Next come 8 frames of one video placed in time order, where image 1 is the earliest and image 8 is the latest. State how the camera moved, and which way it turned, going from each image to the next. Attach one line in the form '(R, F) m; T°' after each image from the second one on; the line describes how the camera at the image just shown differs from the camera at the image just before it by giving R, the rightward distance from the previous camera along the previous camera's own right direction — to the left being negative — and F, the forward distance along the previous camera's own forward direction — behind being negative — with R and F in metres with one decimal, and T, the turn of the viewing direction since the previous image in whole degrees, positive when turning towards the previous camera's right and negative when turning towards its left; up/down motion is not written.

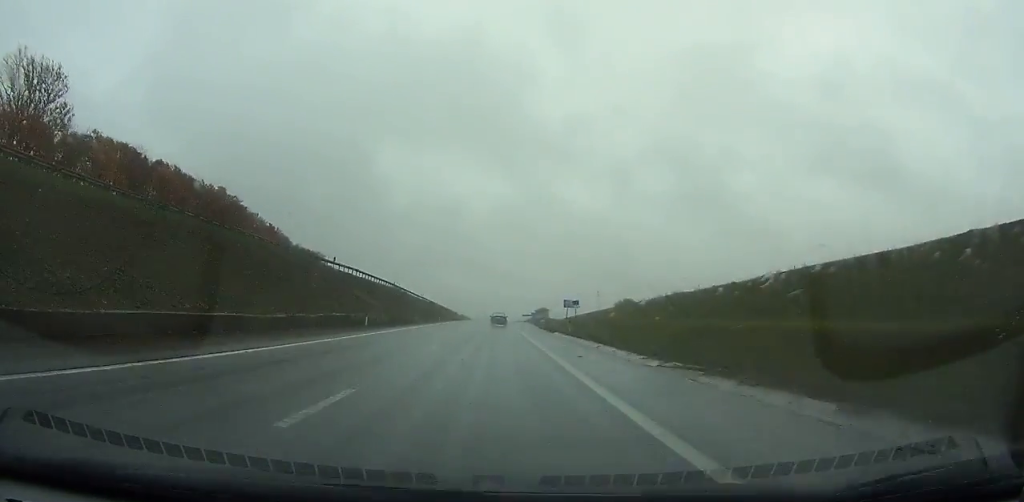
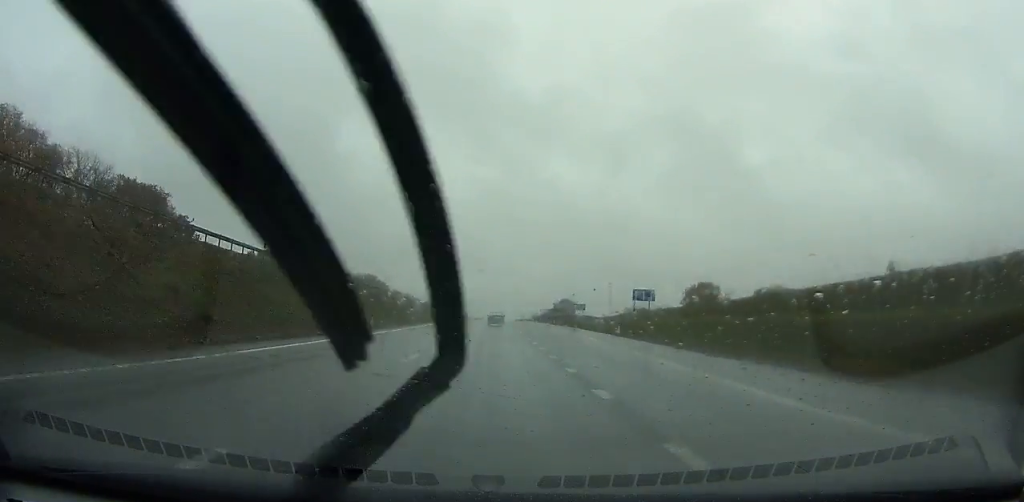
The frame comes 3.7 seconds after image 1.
(+0.2, +95.7) m; 0°
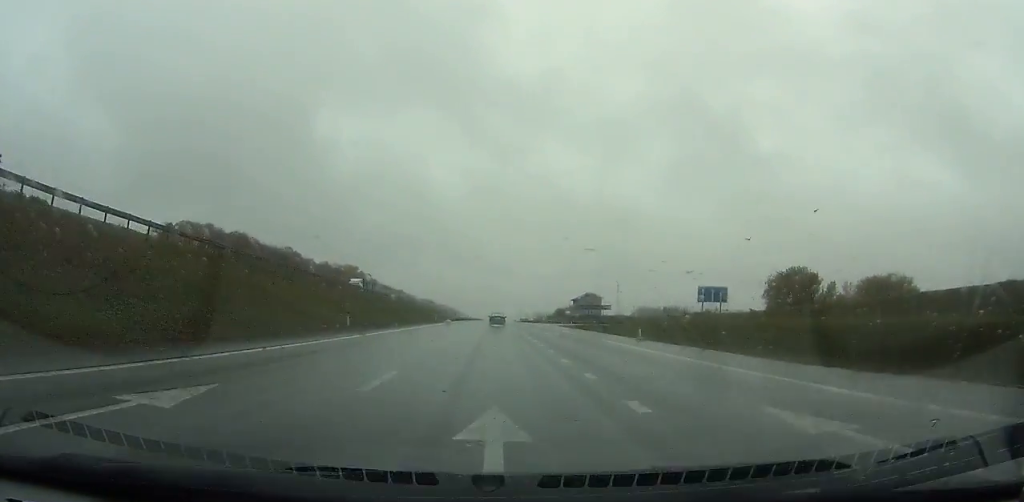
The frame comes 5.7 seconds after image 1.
(0.0, +52.4) m; 0°
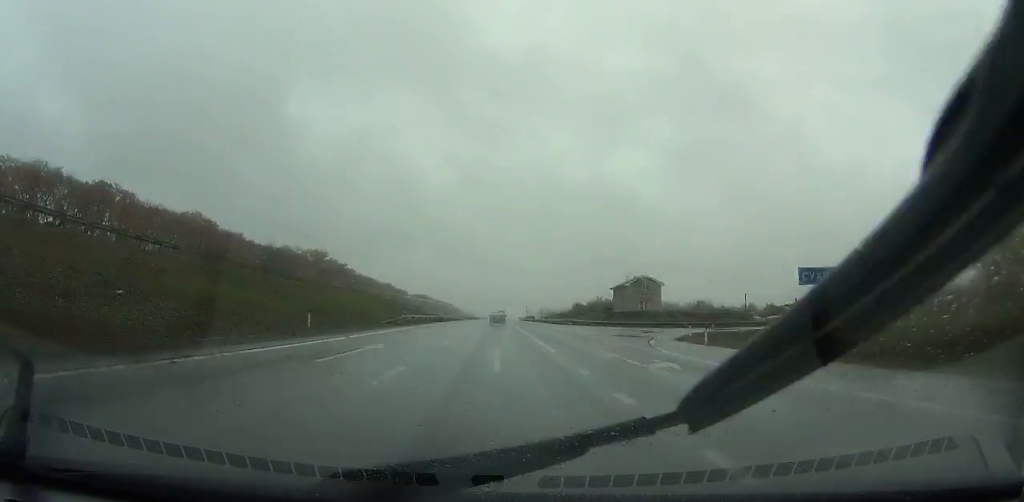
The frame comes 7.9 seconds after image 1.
(-0.2, +58.0) m; 0°
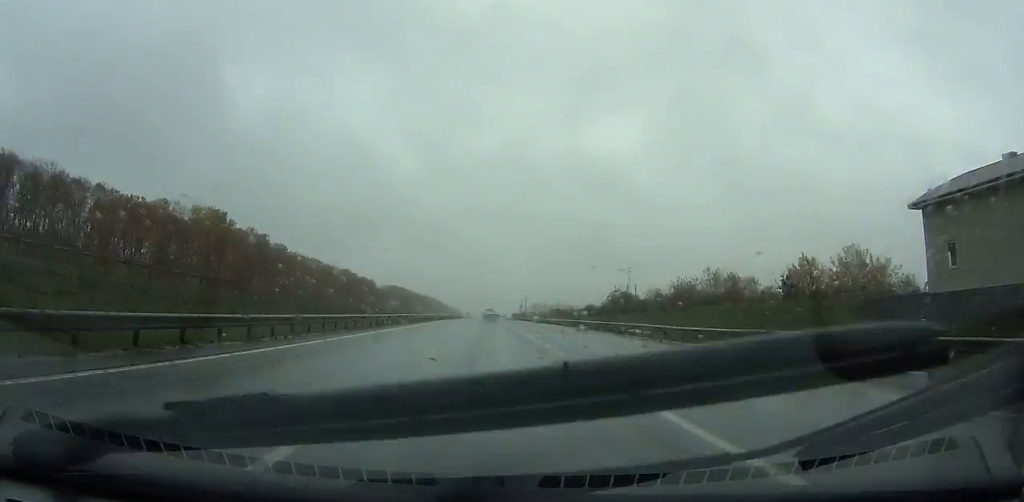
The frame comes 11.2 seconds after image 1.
(+0.4, +87.8) m; +1°
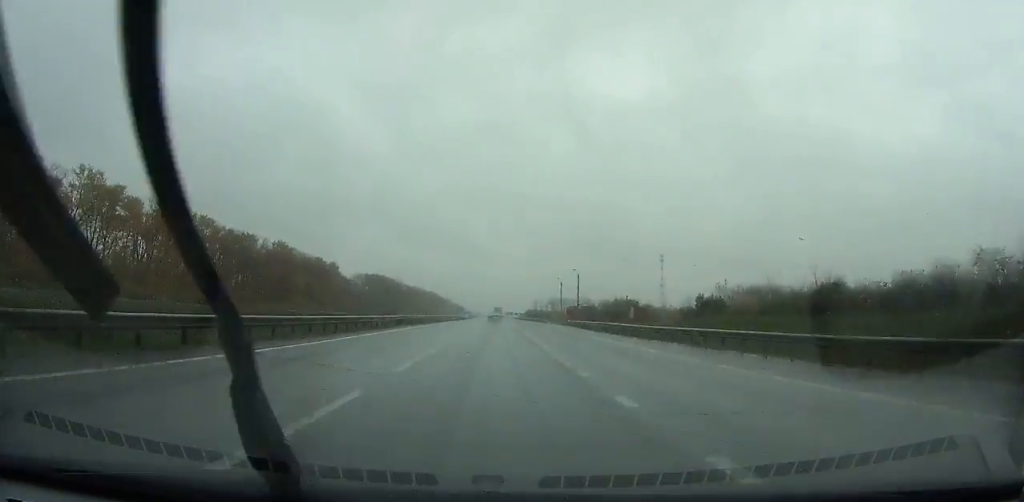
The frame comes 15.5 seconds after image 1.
(+0.2, +115.6) m; 0°
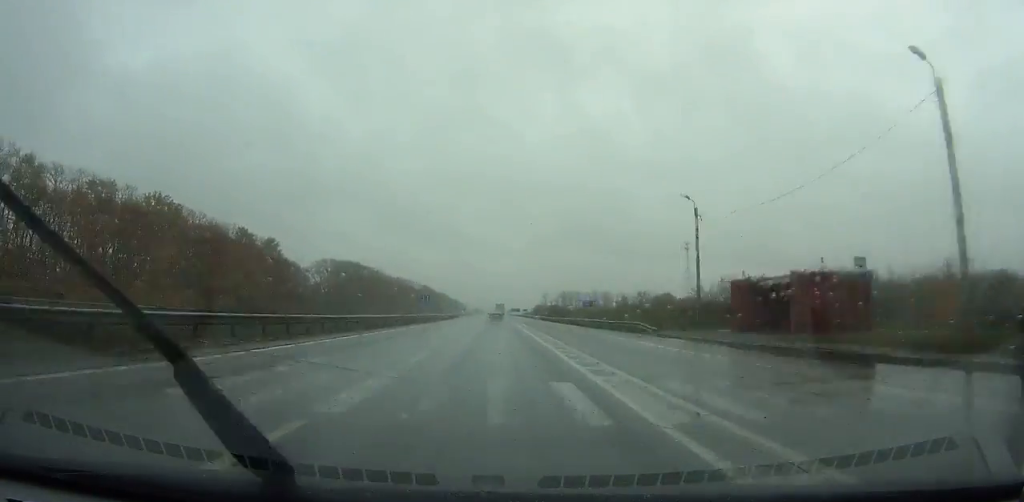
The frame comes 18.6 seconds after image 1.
(-0.2, +84.0) m; 0°
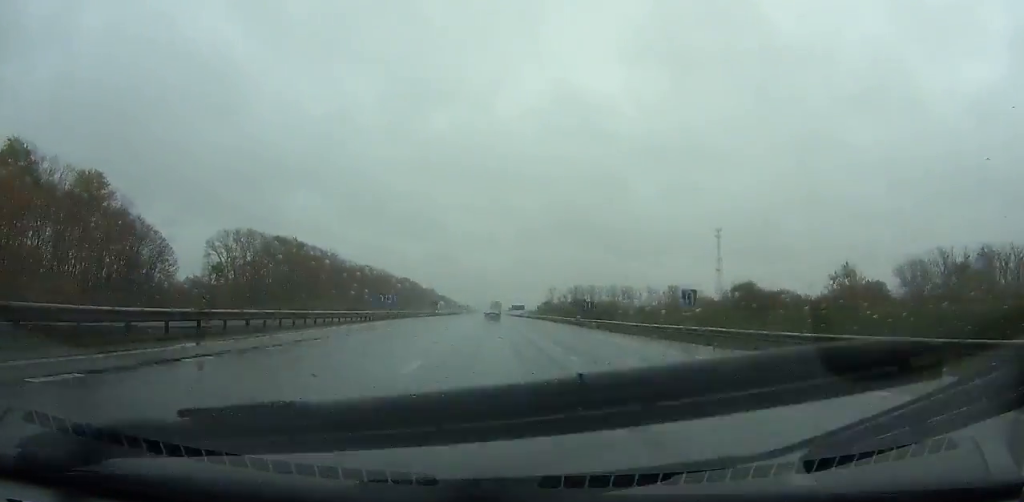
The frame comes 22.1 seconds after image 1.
(0.0, +95.0) m; 0°
